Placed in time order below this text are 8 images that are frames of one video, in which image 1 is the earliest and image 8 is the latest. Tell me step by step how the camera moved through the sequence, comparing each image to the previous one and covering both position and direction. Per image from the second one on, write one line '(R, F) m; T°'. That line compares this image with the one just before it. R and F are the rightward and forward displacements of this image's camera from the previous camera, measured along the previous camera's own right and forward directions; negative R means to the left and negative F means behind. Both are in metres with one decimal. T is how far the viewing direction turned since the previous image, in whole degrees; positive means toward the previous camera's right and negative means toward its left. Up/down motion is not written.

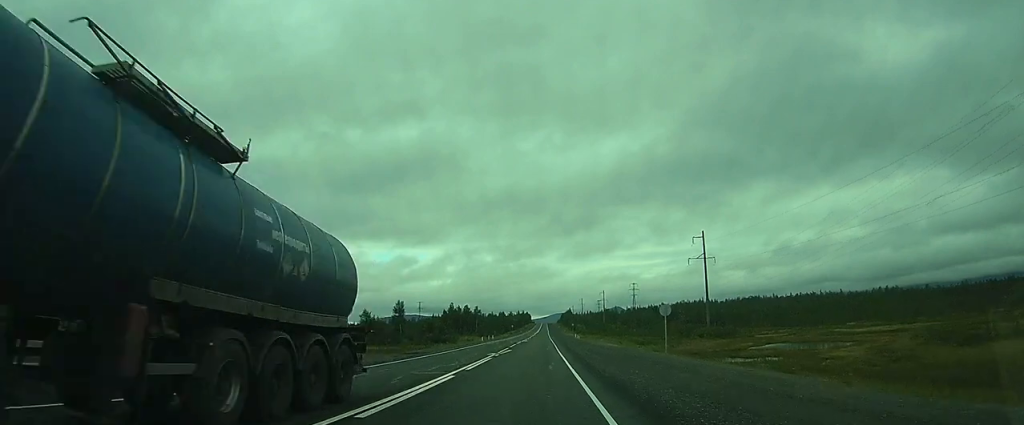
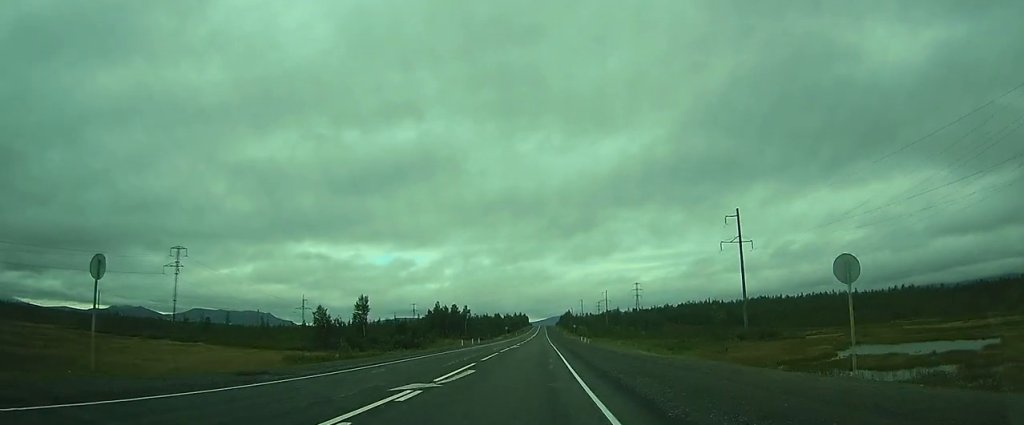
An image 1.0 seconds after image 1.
(-0.3, +22.1) m; -2°
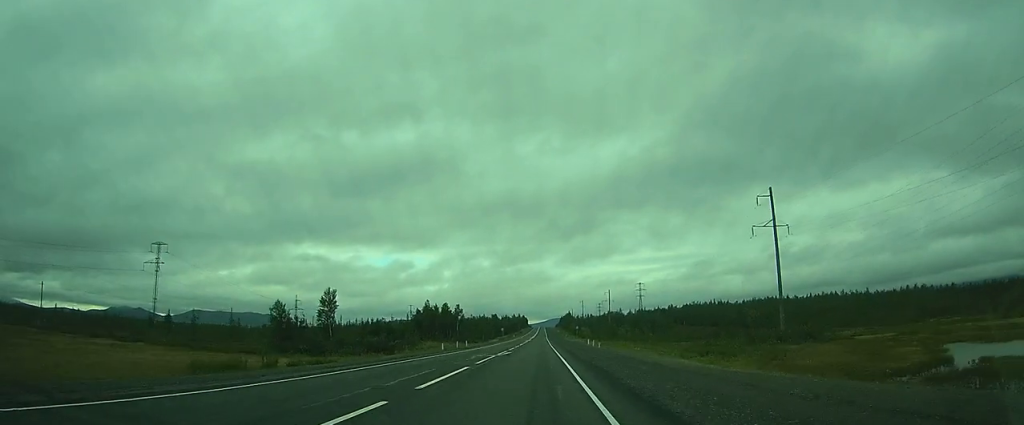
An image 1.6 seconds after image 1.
(-0.2, +14.6) m; -1°
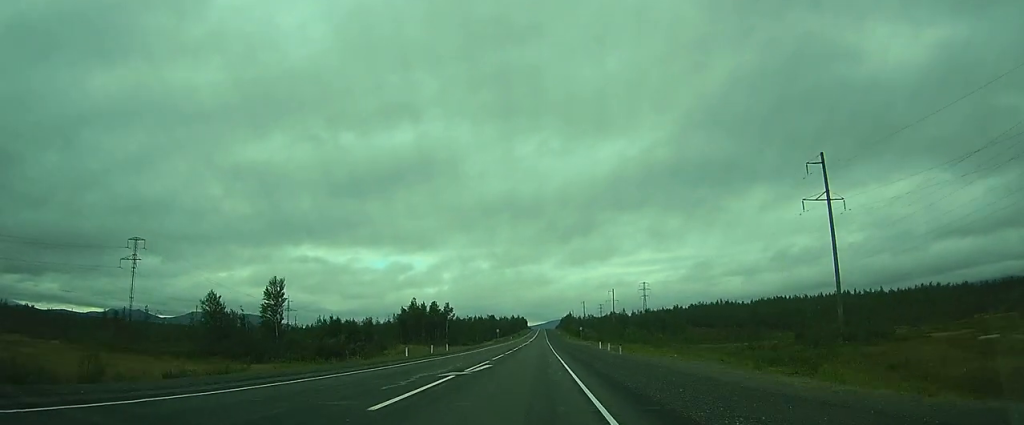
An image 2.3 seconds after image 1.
(-0.2, +16.2) m; 0°
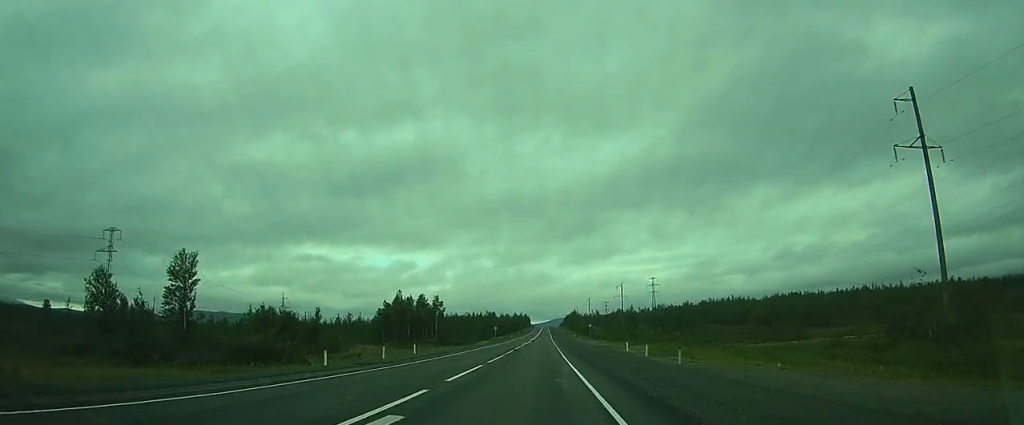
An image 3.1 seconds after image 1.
(+0.1, +17.7) m; 0°
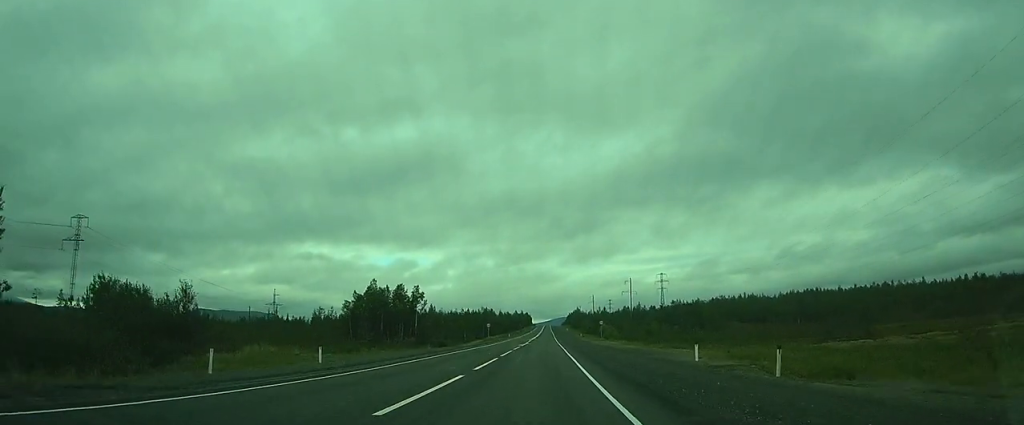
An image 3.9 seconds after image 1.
(-0.1, +20.0) m; 0°
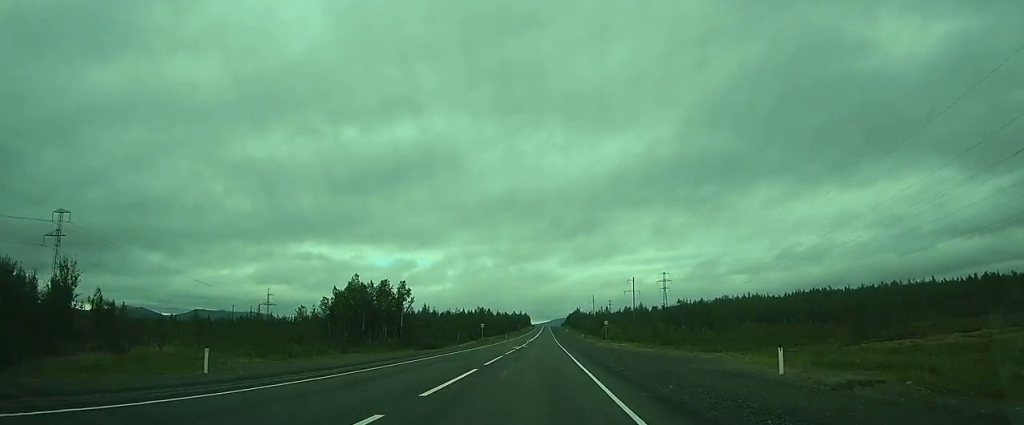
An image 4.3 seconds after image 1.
(0.0, +9.3) m; 0°
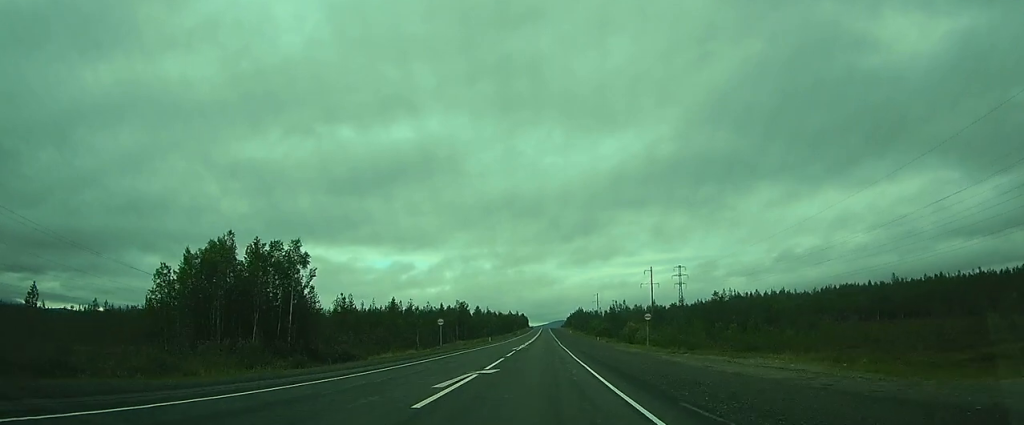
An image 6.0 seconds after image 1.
(-0.2, +39.2) m; -1°
